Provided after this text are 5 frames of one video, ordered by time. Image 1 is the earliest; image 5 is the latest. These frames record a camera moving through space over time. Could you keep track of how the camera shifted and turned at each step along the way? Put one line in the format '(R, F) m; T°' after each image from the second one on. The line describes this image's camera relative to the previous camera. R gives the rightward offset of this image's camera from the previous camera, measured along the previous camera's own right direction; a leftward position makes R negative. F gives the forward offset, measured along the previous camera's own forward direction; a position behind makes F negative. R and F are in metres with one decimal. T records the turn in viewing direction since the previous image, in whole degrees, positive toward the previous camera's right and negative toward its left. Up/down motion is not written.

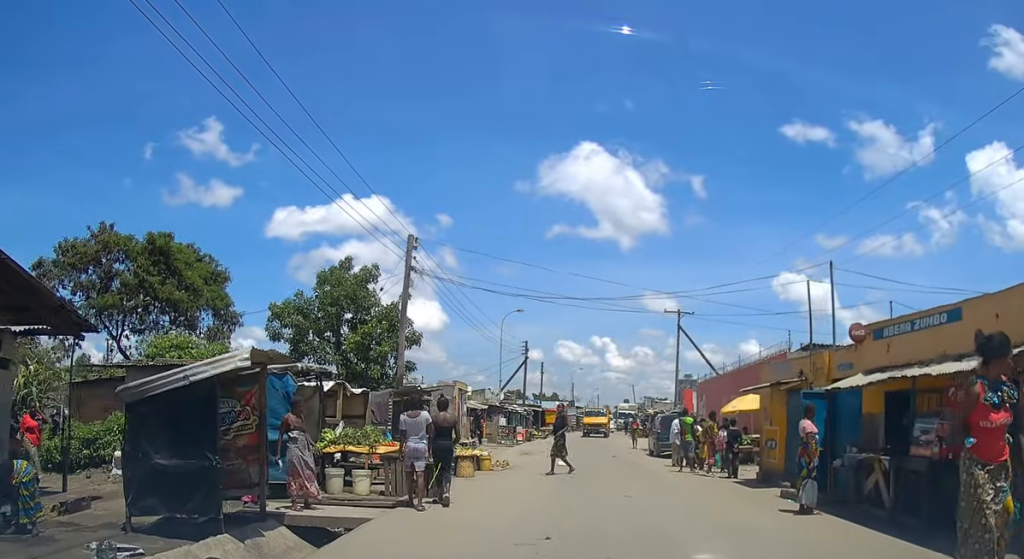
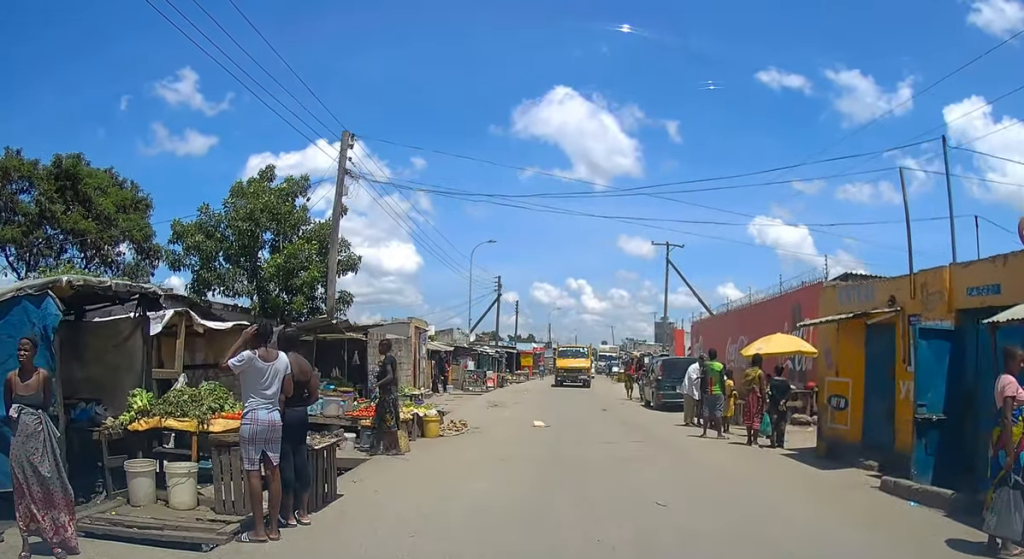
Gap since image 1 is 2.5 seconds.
(0.0, +5.3) m; -3°
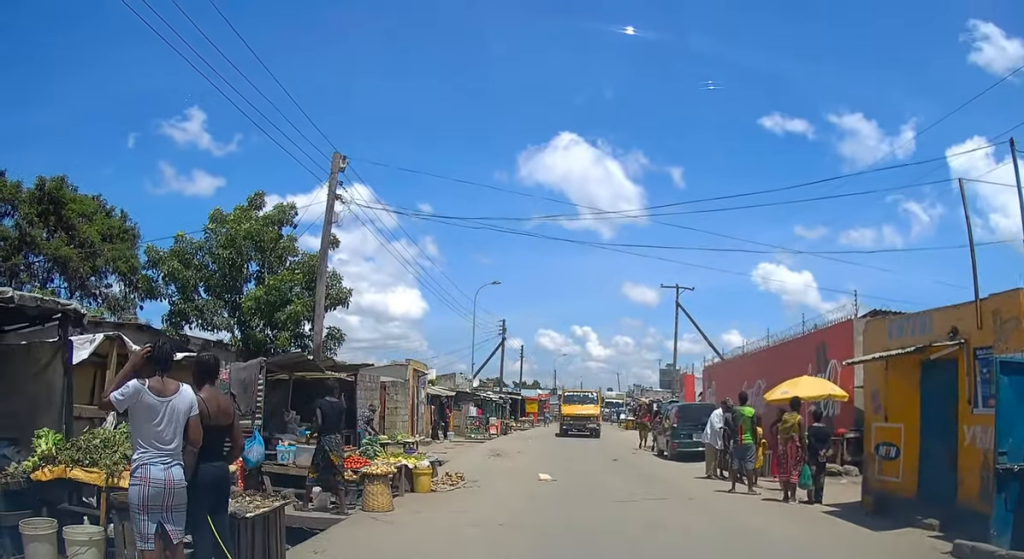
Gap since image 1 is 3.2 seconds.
(0.0, +1.3) m; -1°
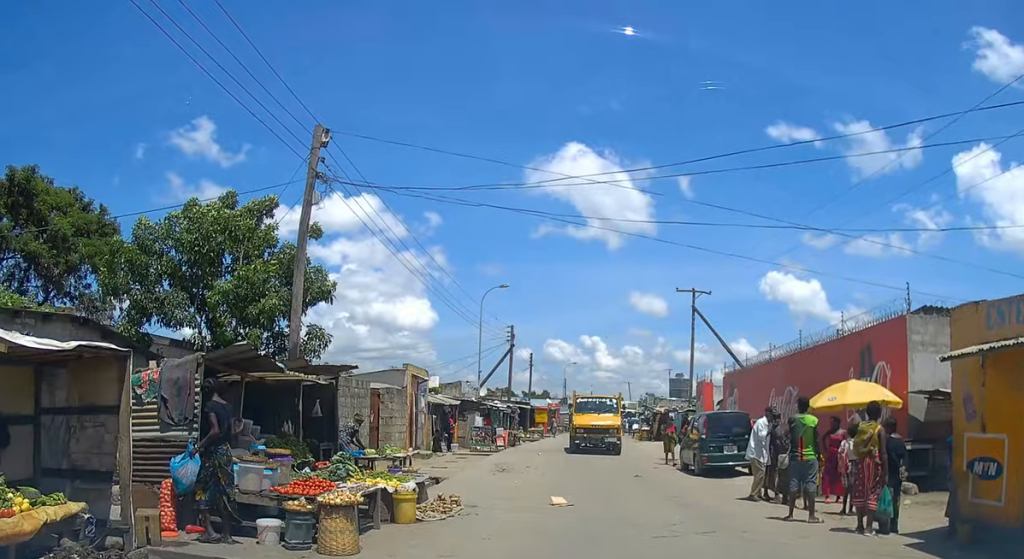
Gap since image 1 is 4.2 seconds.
(0.0, +2.1) m; 0°
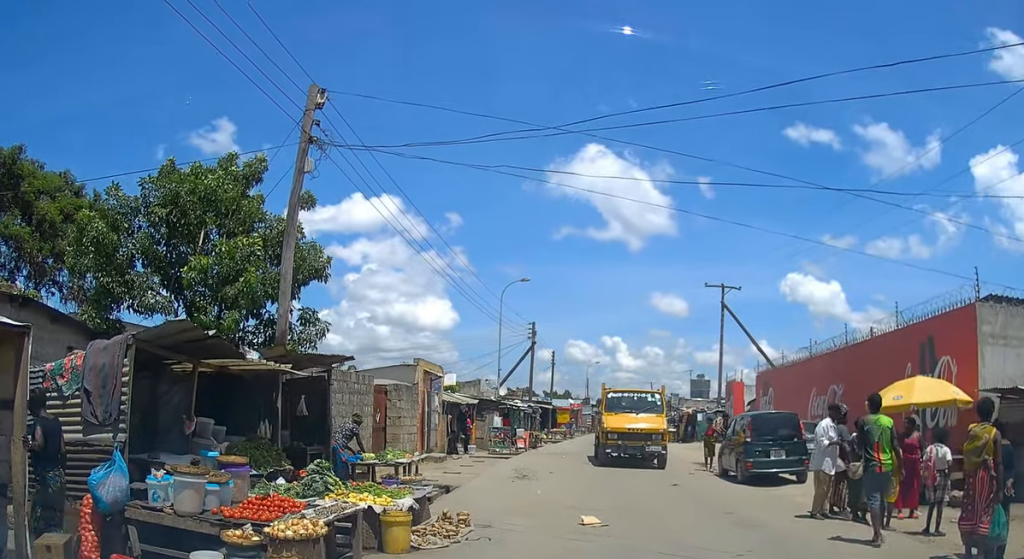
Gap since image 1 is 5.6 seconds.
(0.0, +2.0) m; 0°
